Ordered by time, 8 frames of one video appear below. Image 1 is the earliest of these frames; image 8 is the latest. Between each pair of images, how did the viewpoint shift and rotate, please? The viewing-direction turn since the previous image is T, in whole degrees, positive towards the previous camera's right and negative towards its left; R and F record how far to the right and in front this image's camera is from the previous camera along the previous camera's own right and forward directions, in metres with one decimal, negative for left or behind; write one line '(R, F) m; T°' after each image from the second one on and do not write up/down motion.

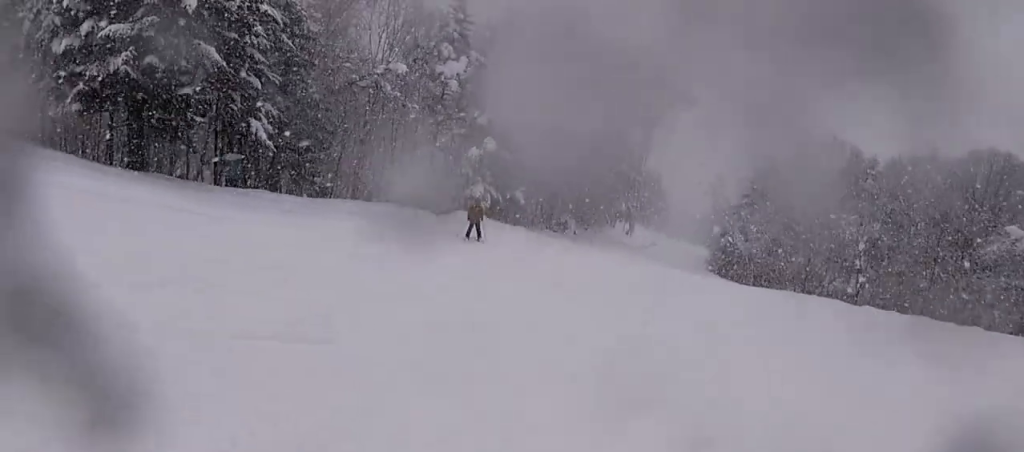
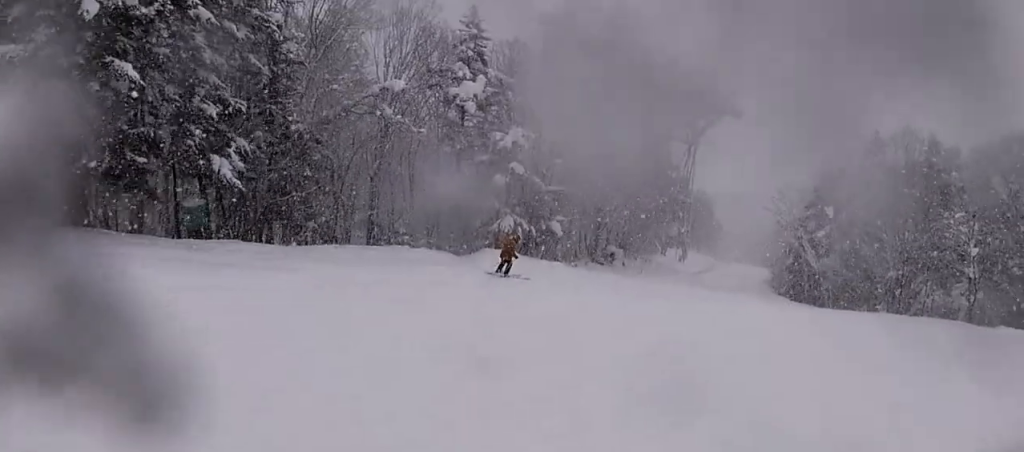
(-1.0, +5.4) m; -12°
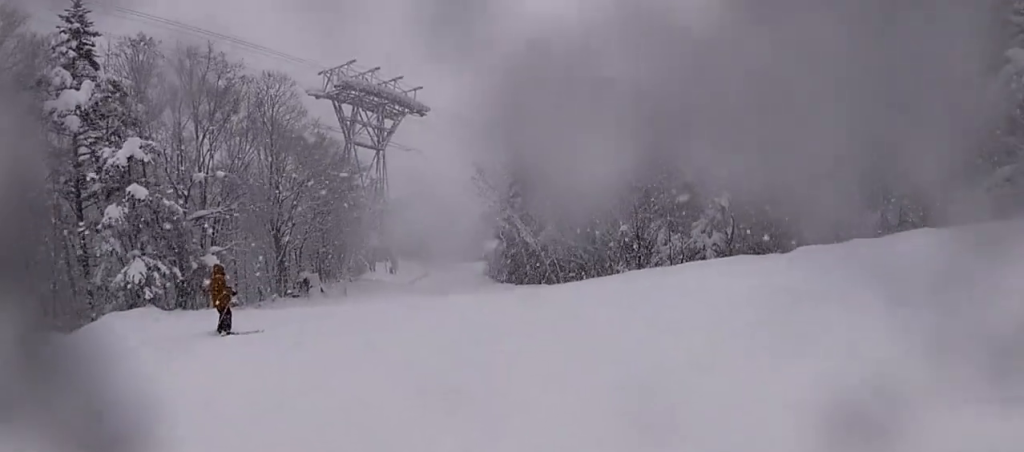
(-0.1, +7.2) m; -1°
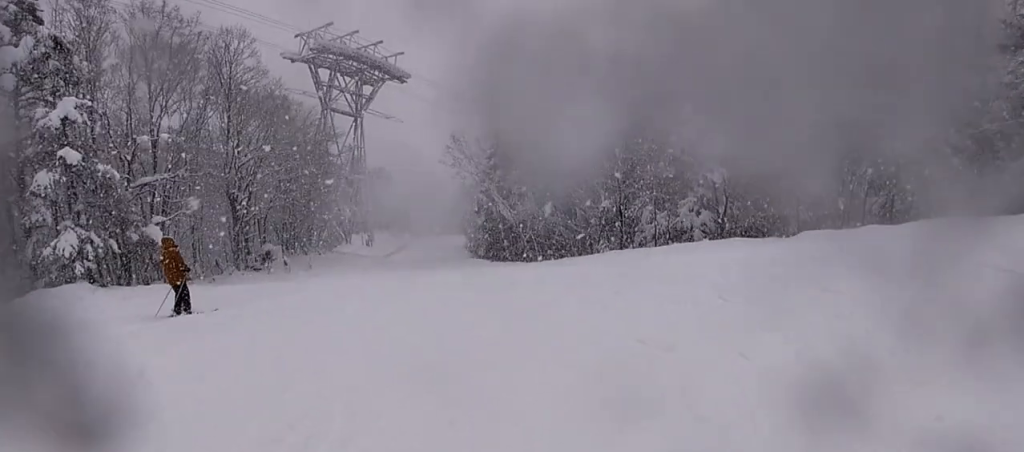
(0.0, +2.3) m; 0°
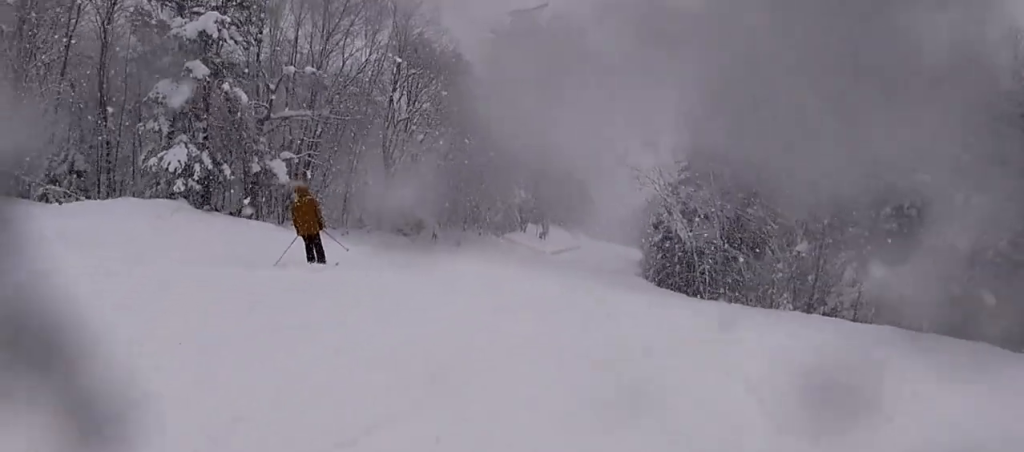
(0.0, +4.3) m; 0°
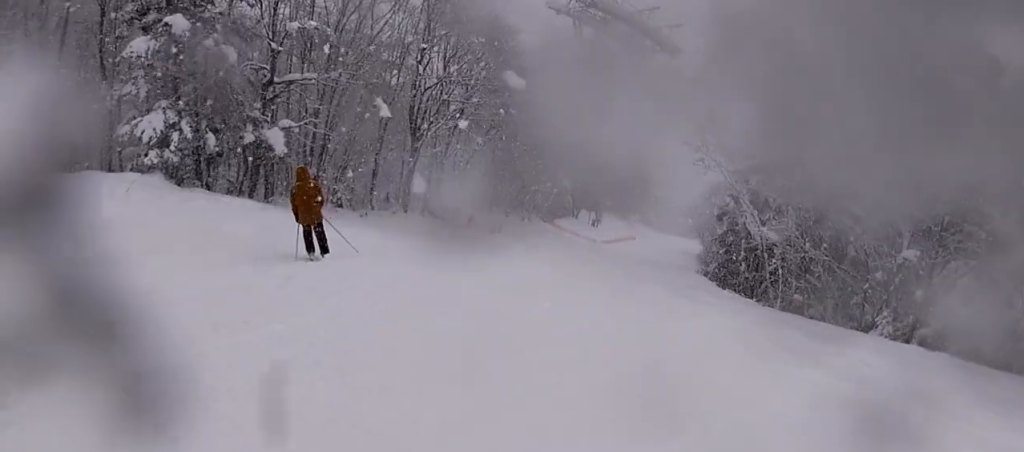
(0.0, +3.8) m; 0°
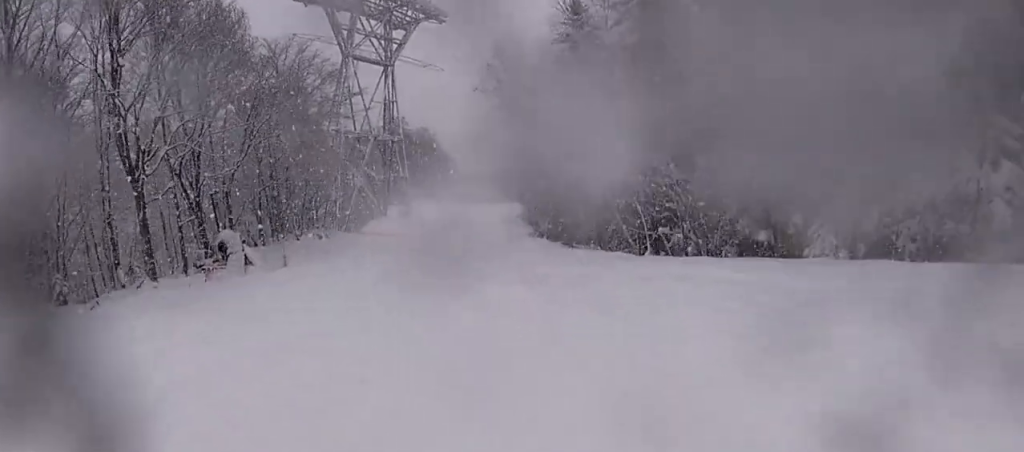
(0.0, +6.4) m; 0°
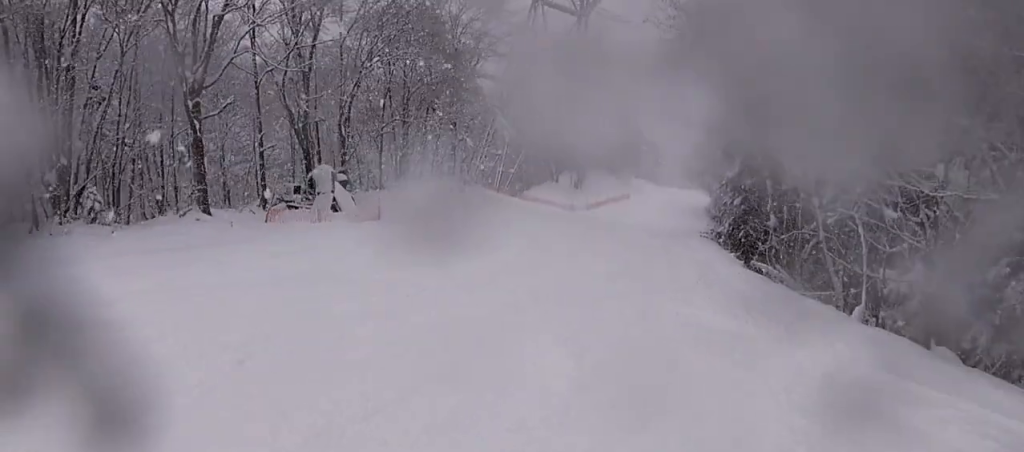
(0.0, +7.2) m; -2°
